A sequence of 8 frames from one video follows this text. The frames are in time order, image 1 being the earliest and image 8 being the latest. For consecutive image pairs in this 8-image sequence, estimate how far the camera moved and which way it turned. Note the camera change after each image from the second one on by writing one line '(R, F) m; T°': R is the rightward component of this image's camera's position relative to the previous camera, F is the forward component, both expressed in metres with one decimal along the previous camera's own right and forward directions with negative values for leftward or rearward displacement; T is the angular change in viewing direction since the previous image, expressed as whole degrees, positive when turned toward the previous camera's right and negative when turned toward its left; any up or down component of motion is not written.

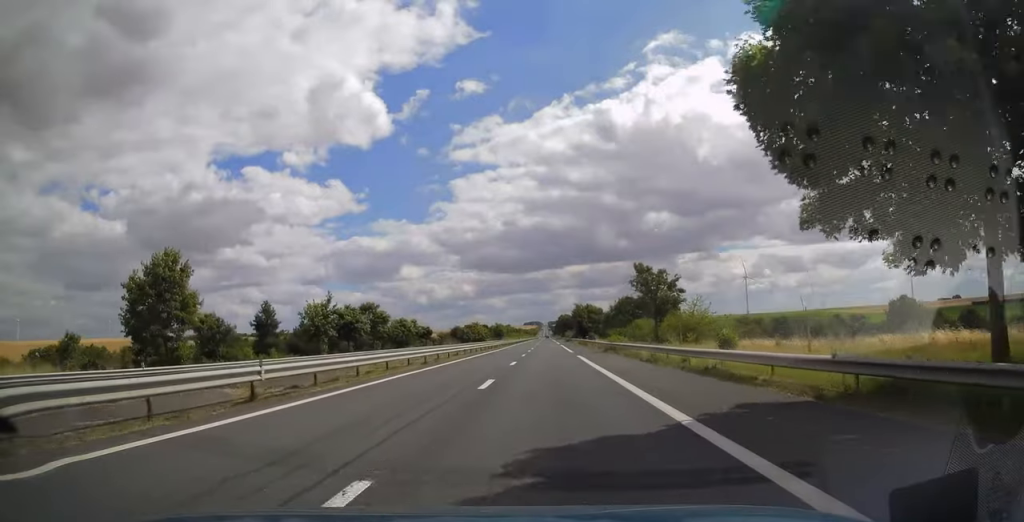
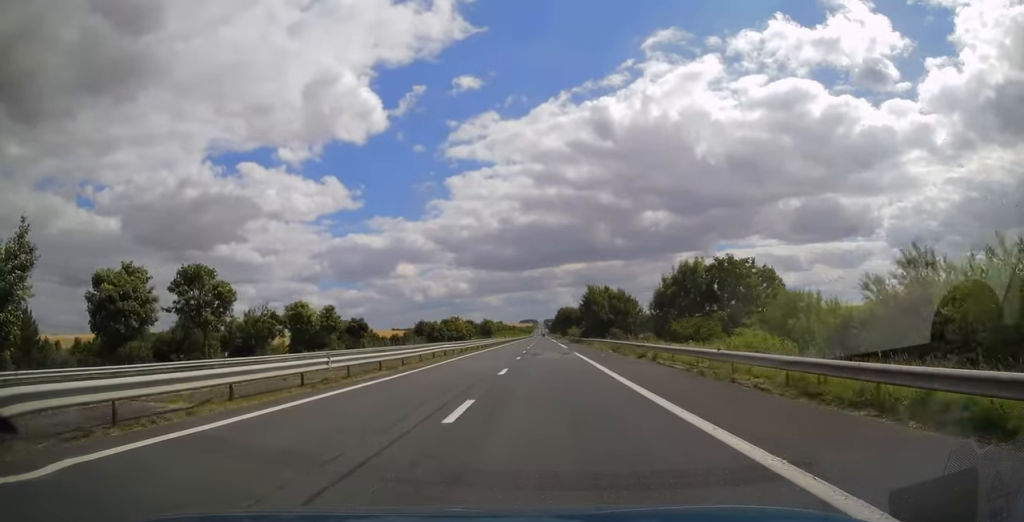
(+0.2, +50.2) m; 0°
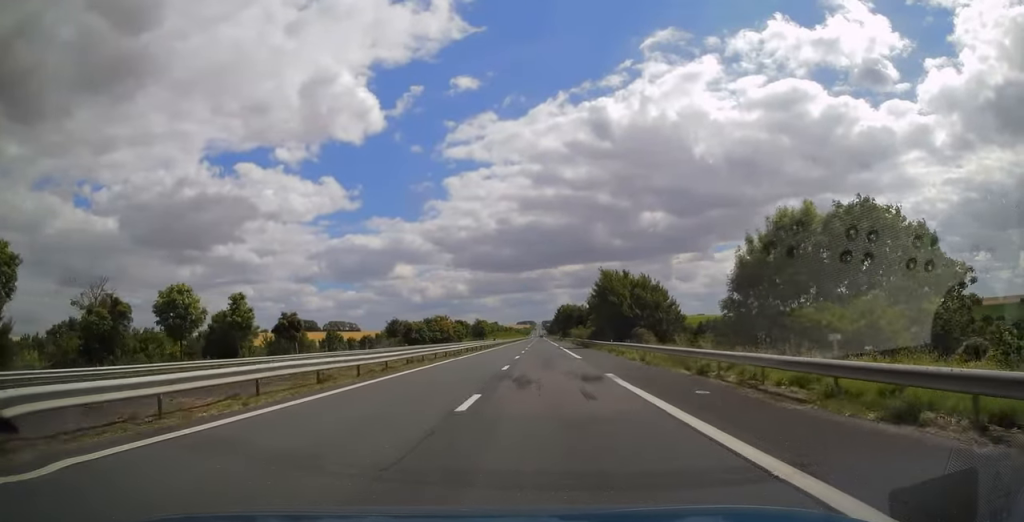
(0.0, +25.6) m; 0°
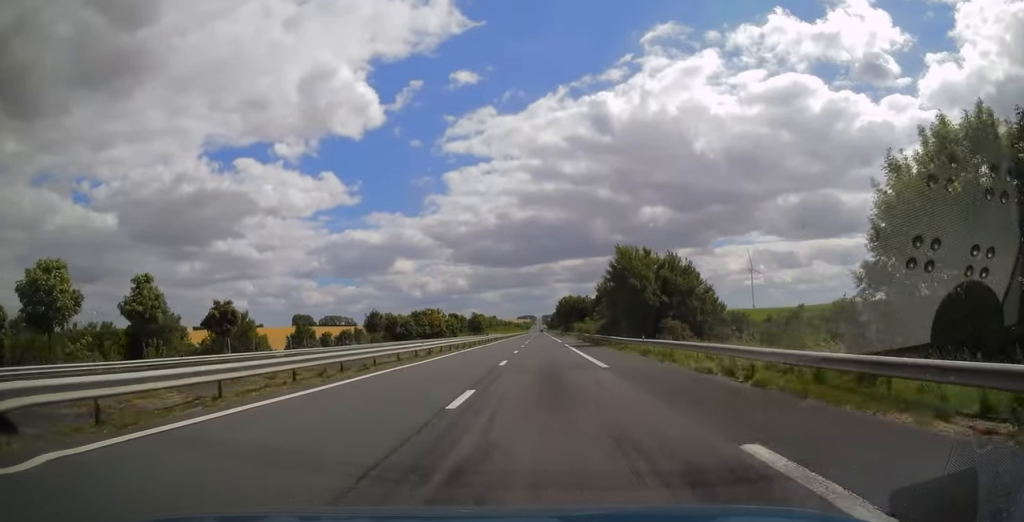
(0.0, +13.9) m; 0°
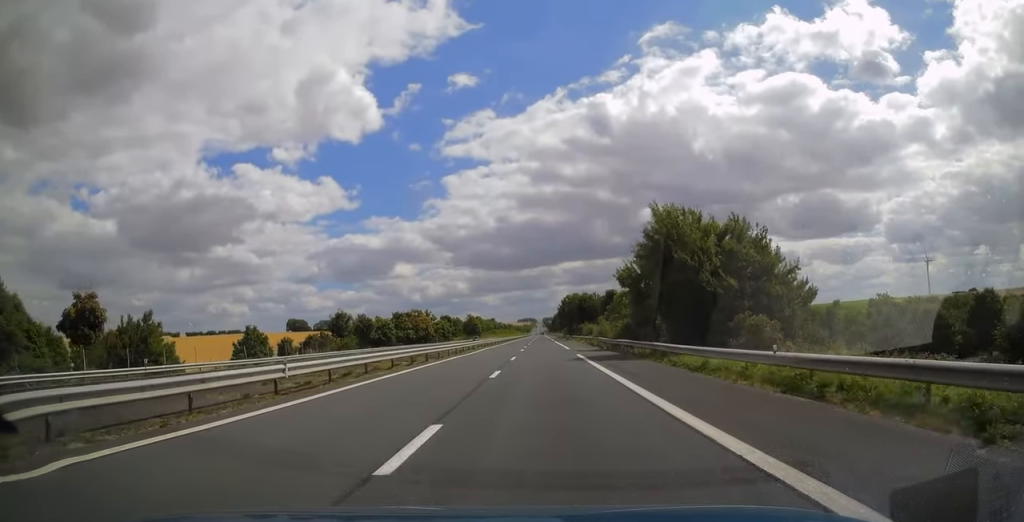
(0.0, +17.4) m; 0°
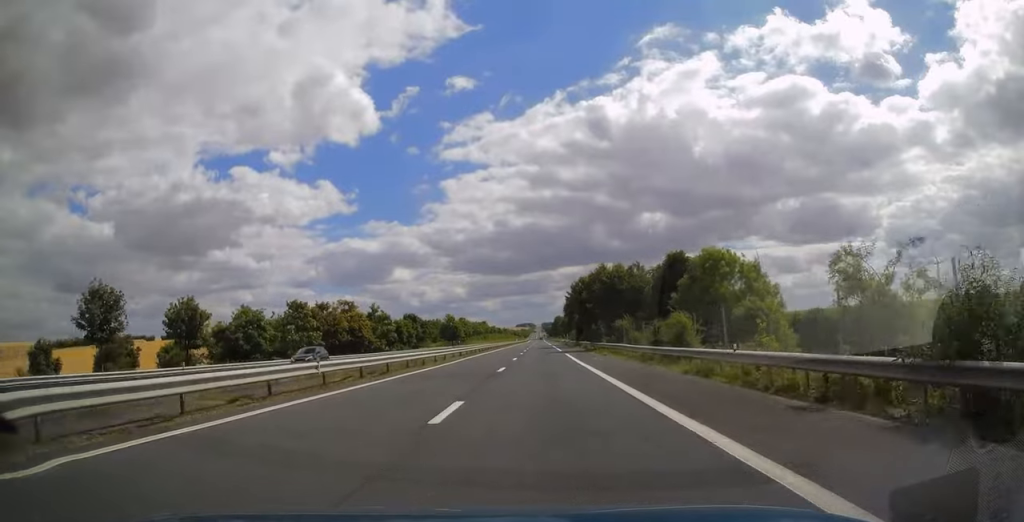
(0.0, +45.4) m; 0°
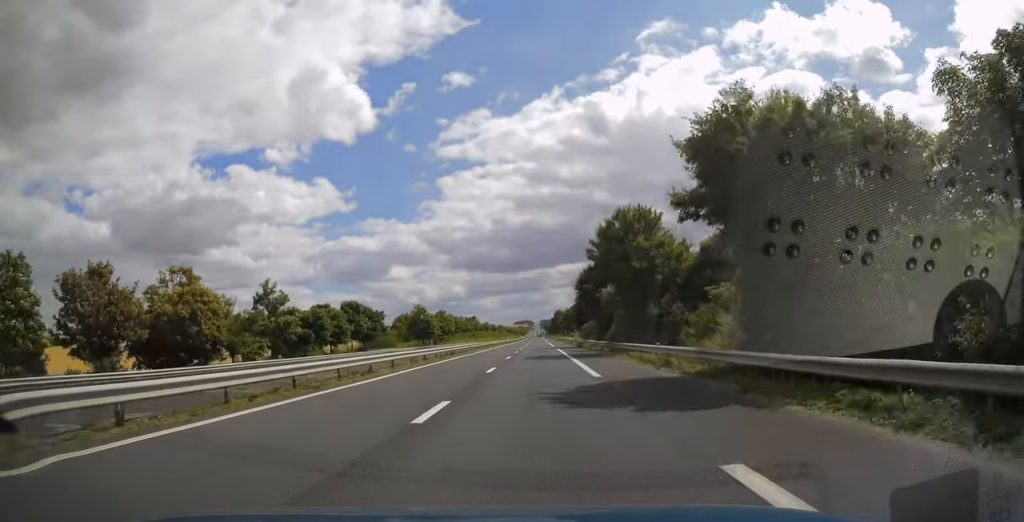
(+0.1, +36.8) m; 0°
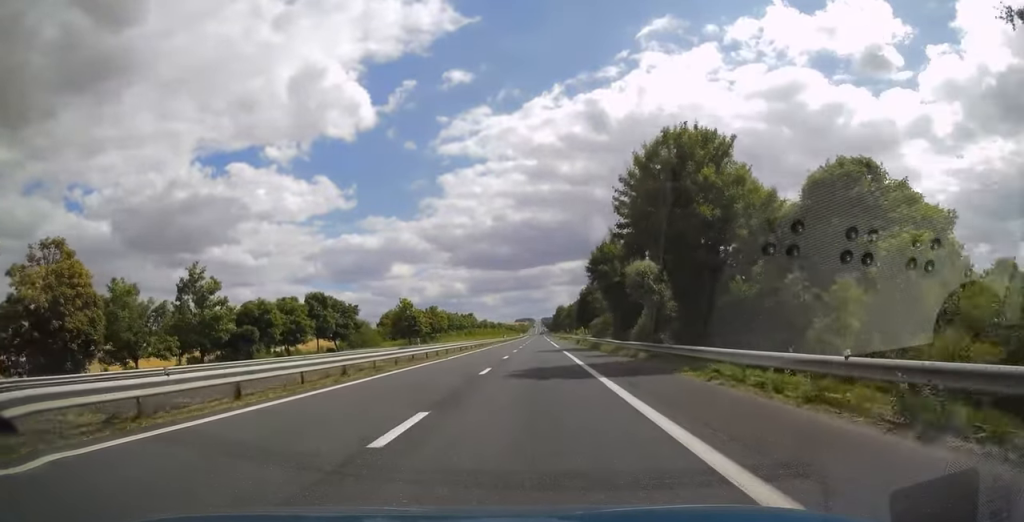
(0.0, +14.0) m; 0°
